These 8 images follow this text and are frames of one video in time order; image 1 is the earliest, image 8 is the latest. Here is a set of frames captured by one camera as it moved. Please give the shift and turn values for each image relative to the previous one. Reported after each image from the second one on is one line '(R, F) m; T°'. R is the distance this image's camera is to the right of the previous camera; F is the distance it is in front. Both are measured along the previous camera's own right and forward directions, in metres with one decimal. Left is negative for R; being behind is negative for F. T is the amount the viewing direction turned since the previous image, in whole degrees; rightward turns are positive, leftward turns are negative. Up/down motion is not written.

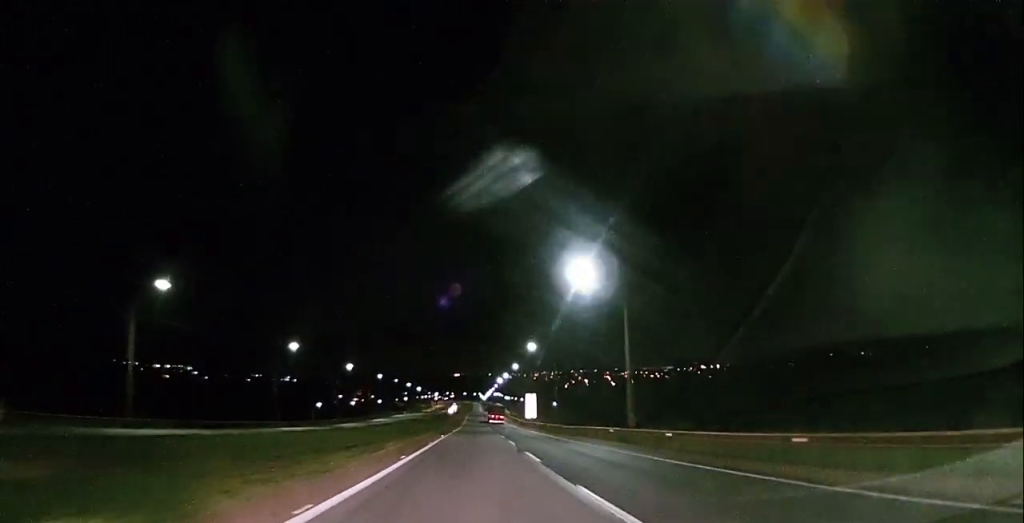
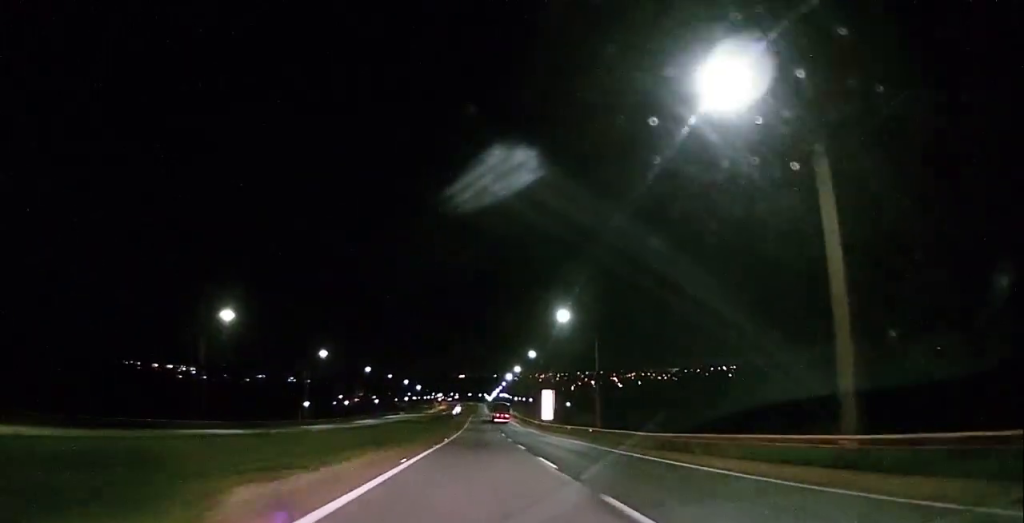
(-0.3, +26.5) m; -1°
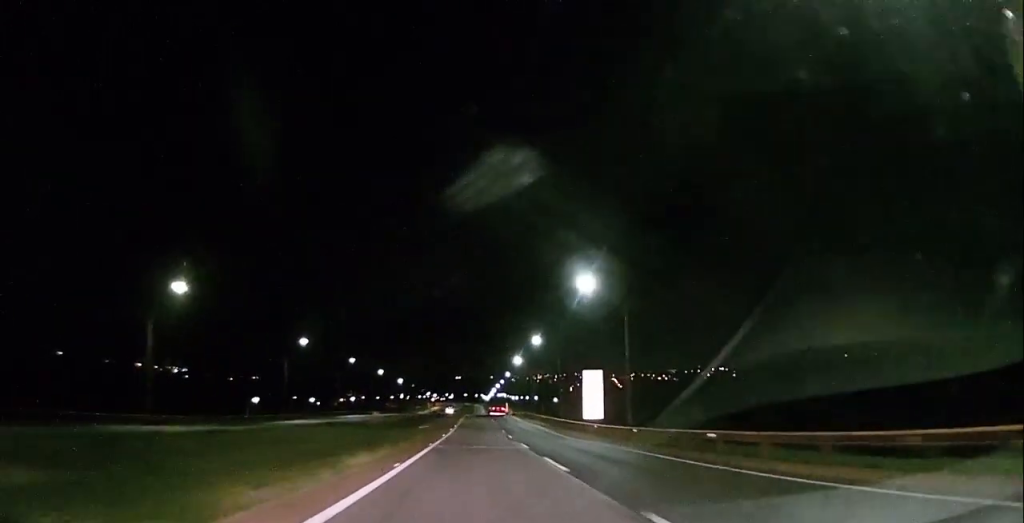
(0.0, +50.7) m; -1°
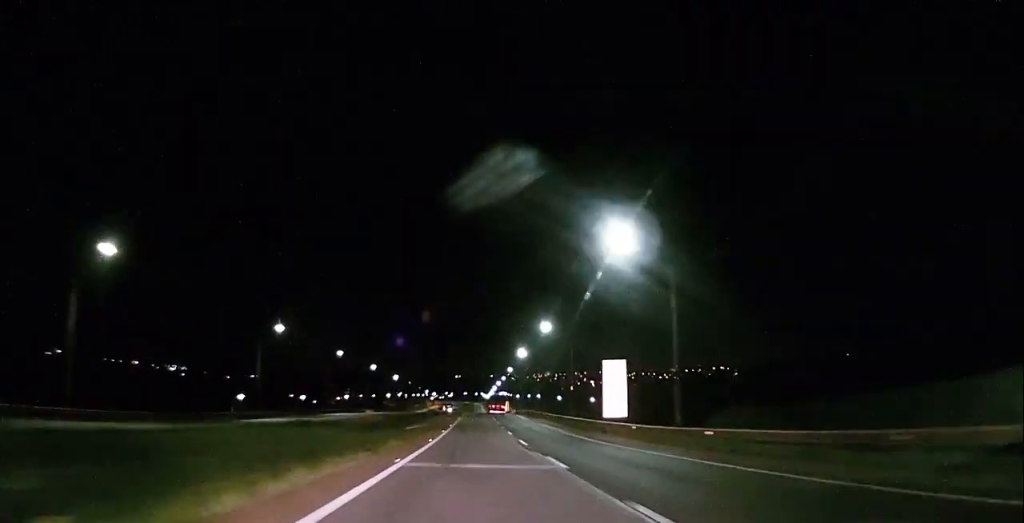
(+0.1, +11.7) m; 0°
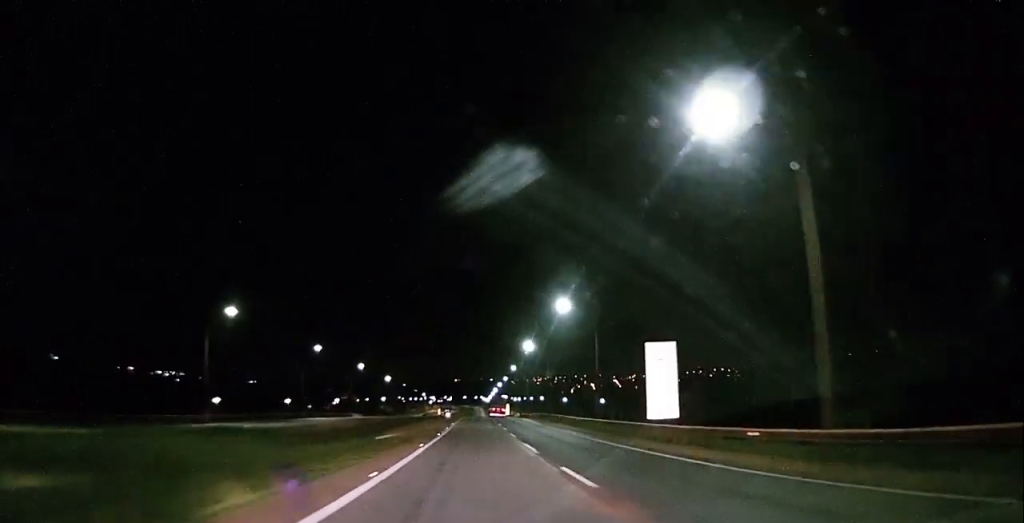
(-0.3, +16.2) m; +1°
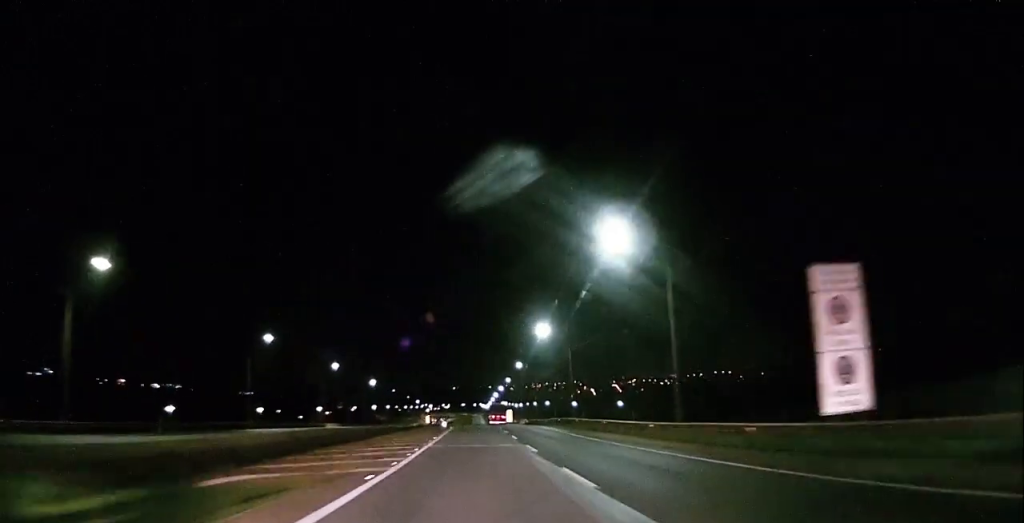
(+0.5, +24.2) m; +1°
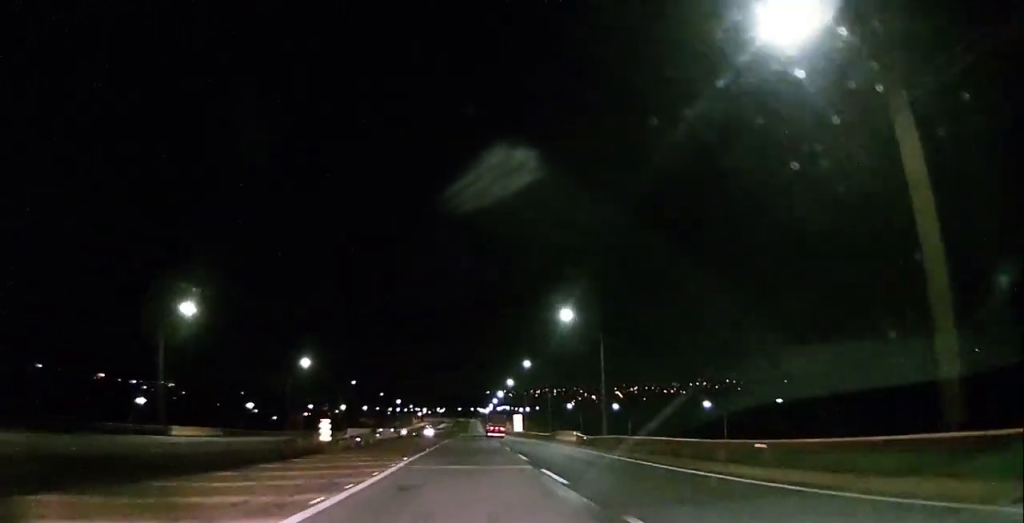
(-0.8, +61.9) m; 0°
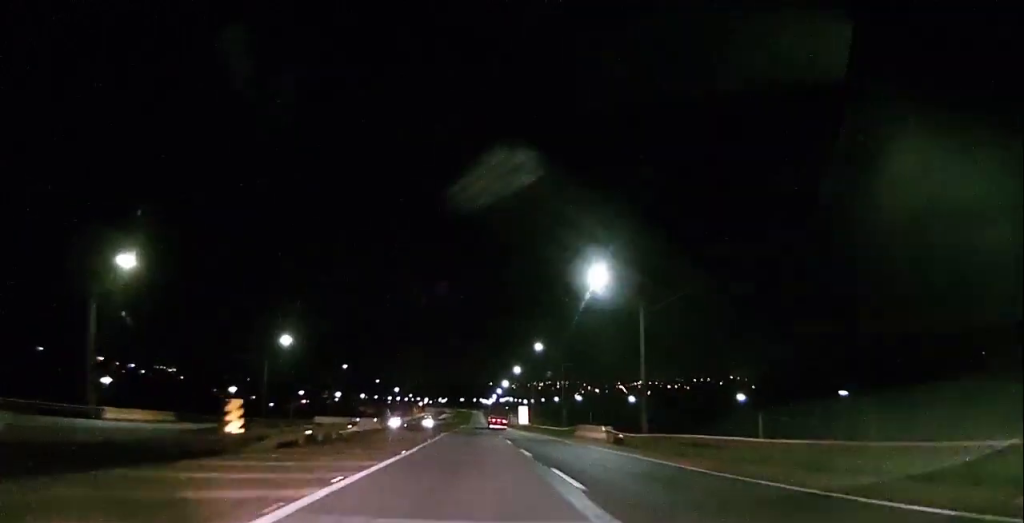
(+0.2, +12.2) m; 0°
